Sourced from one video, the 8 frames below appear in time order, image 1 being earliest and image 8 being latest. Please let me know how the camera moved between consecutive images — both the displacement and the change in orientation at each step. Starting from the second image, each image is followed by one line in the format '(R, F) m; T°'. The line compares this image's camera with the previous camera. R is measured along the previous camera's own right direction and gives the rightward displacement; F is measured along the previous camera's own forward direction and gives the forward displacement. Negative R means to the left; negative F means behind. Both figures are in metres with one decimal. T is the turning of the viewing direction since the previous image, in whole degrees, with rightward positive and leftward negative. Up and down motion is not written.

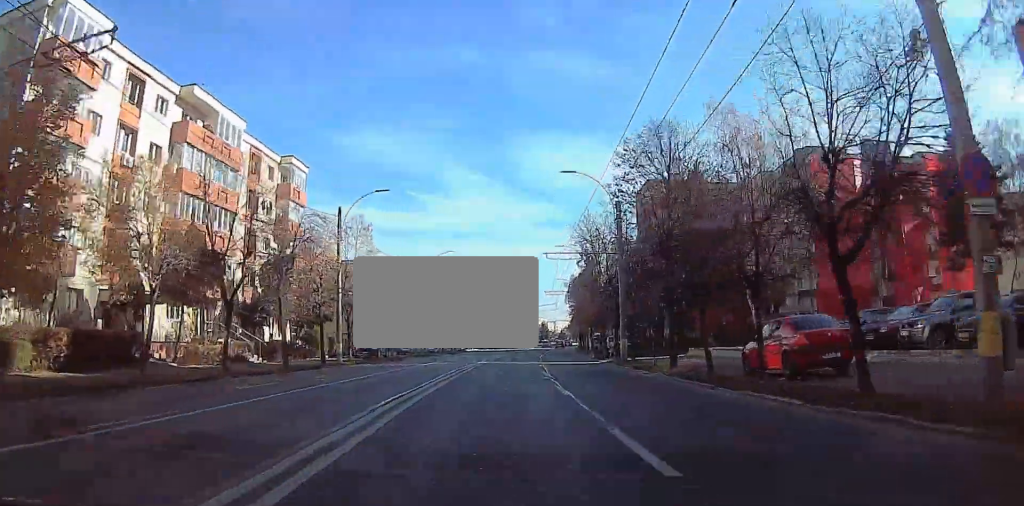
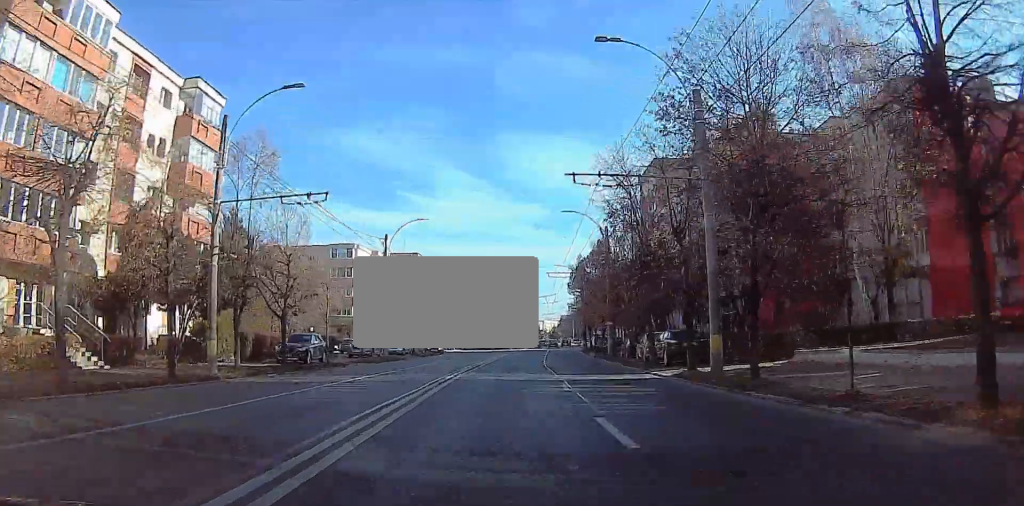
(+0.4, +16.6) m; +1°
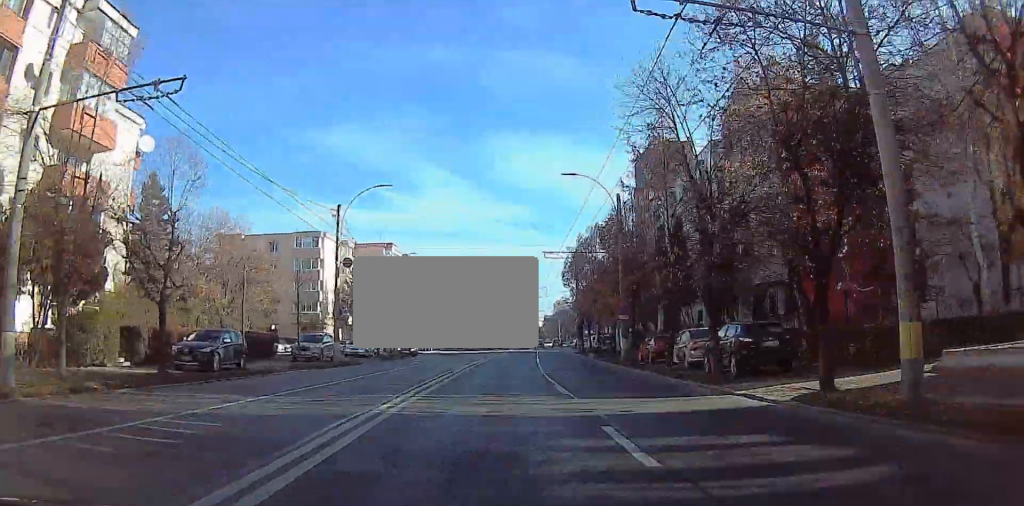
(0.0, +10.3) m; 0°
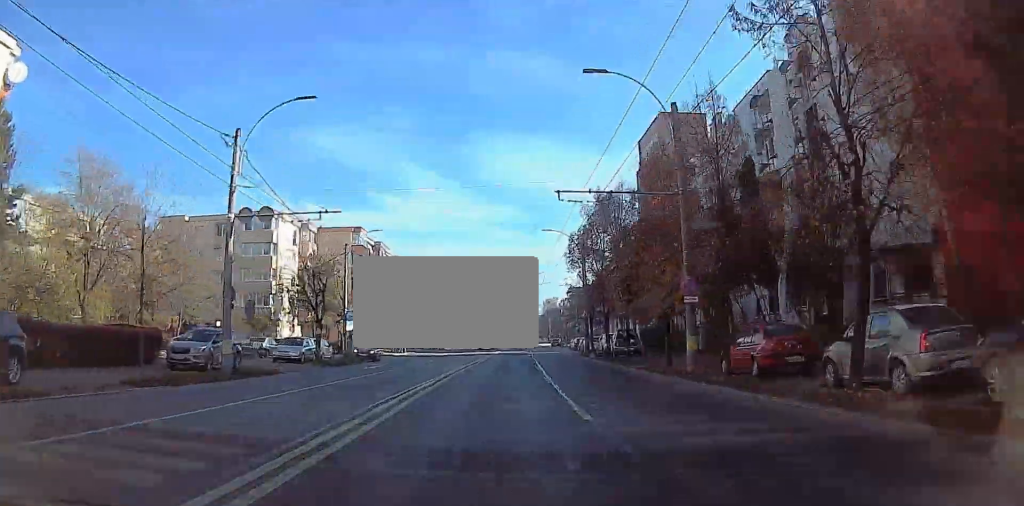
(0.0, +14.3) m; 0°
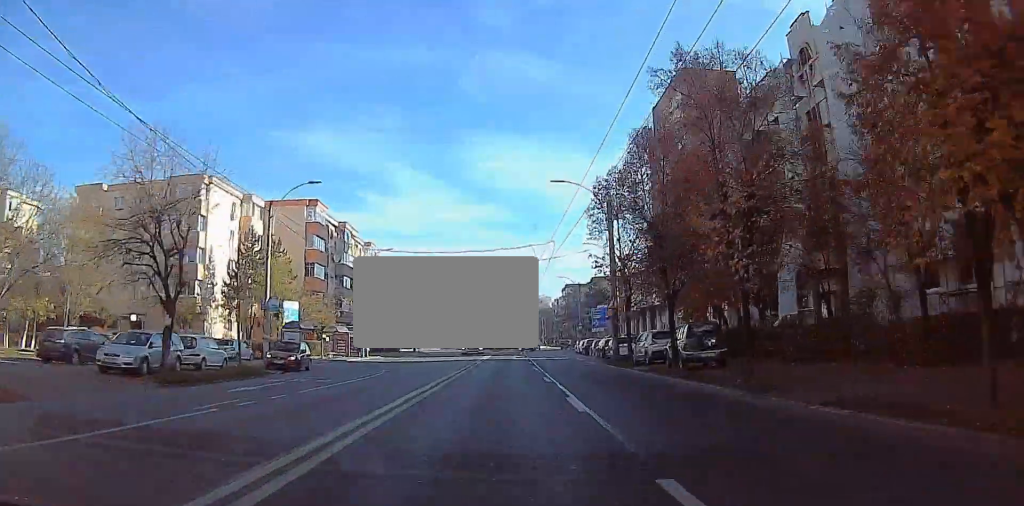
(0.0, +16.7) m; 0°
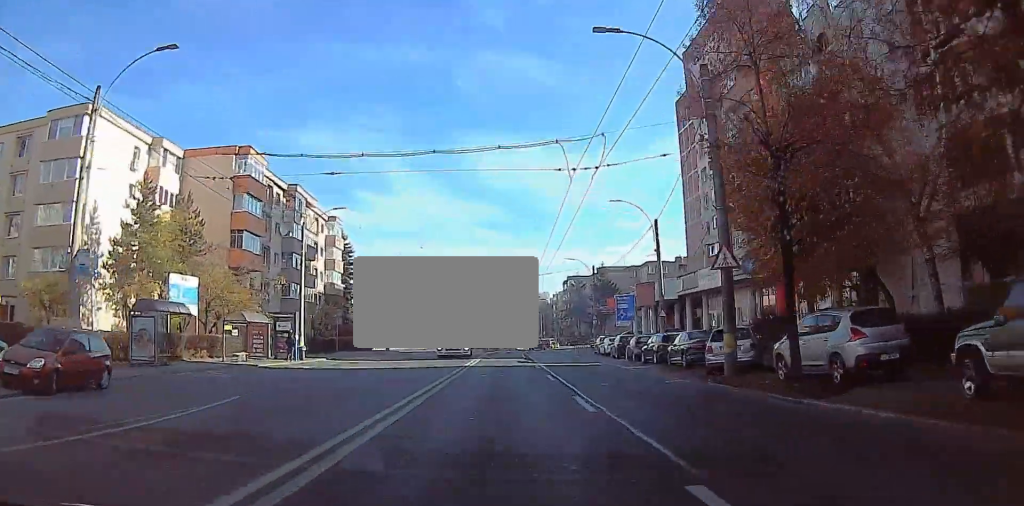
(0.0, +18.3) m; 0°
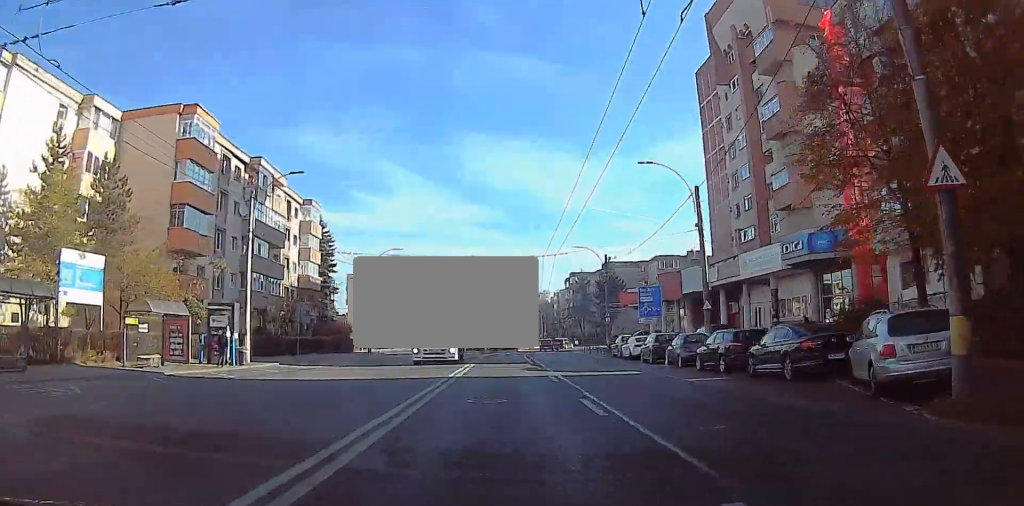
(0.0, +9.6) m; 0°
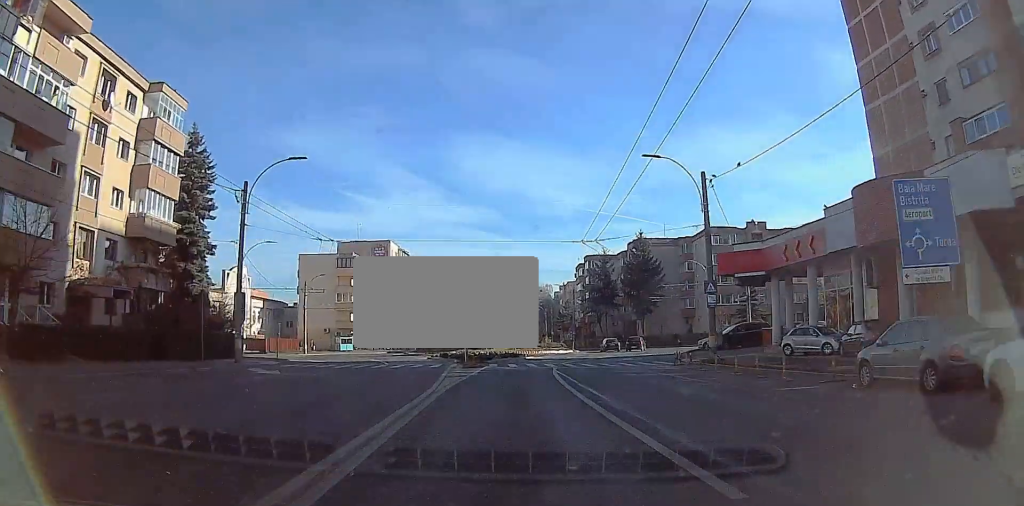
(0.0, +32.2) m; +3°
